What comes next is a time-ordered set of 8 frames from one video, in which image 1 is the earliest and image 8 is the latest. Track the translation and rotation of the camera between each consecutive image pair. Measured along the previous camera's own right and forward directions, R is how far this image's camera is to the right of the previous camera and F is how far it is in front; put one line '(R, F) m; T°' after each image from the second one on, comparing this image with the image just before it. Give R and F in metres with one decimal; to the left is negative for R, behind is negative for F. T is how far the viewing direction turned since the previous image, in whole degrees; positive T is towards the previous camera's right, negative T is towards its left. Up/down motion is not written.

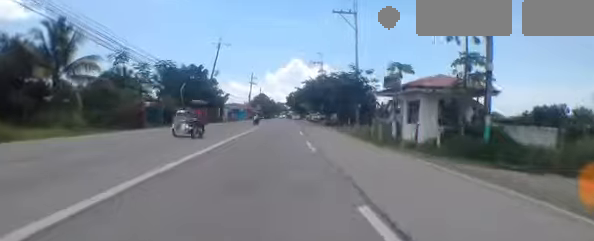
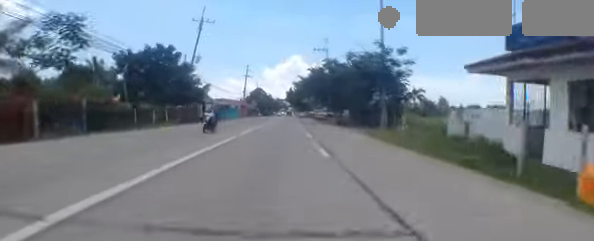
(-0.1, +10.7) m; 0°
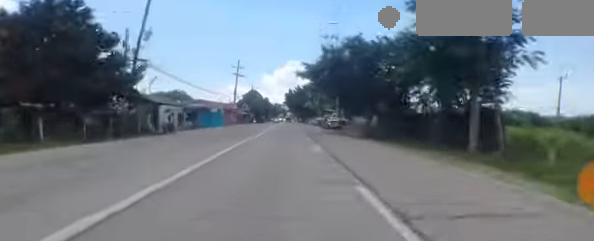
(+0.1, +14.7) m; +1°
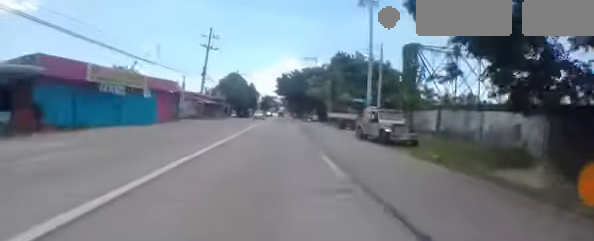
(0.0, +23.7) m; 0°
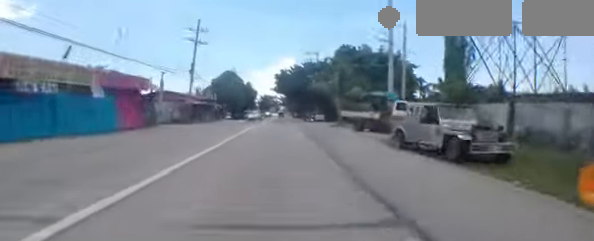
(0.0, +6.1) m; 0°
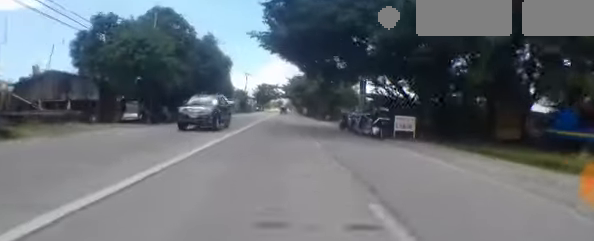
(+0.1, +35.9) m; -1°
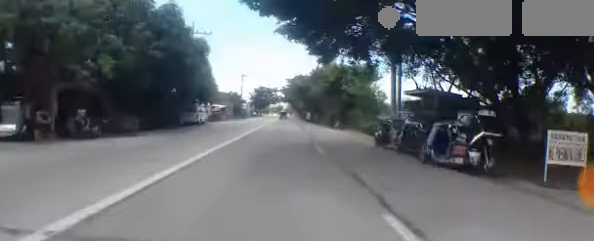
(+0.3, +9.7) m; -1°
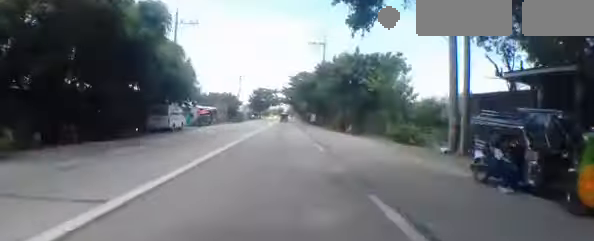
(-0.4, +7.4) m; 0°
